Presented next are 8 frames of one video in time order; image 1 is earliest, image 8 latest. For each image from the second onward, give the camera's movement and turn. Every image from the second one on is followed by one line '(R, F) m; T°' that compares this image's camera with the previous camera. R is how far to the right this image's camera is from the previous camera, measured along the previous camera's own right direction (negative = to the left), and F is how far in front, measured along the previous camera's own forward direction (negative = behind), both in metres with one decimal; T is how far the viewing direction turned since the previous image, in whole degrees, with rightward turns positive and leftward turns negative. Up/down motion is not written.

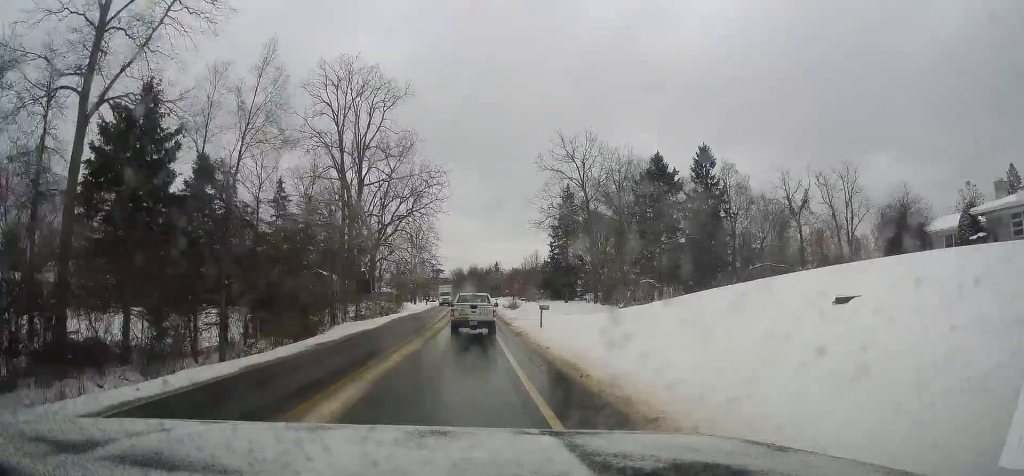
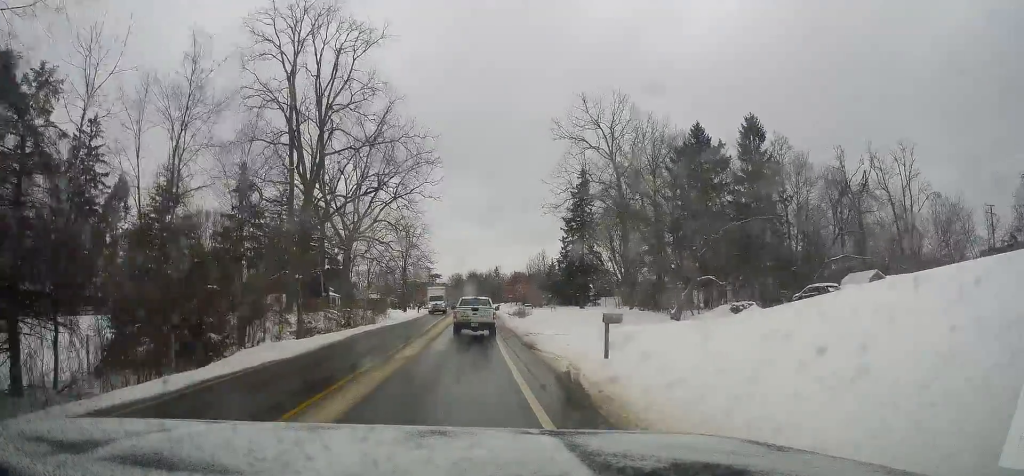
(+0.2, +15.1) m; +1°
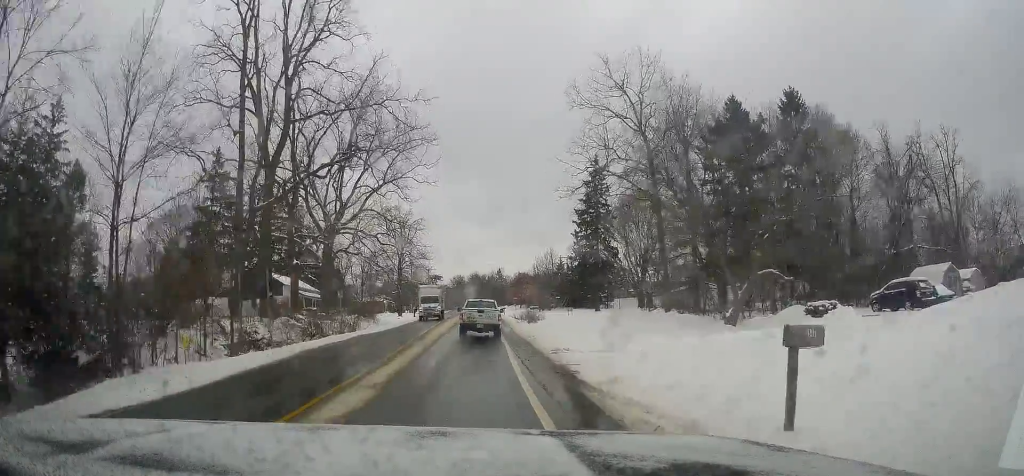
(0.0, +9.1) m; -2°
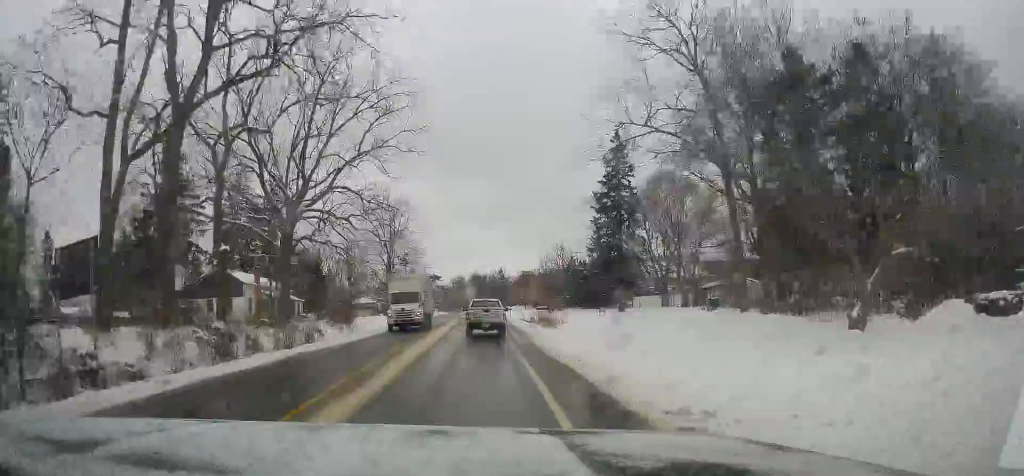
(-0.2, +12.1) m; -2°
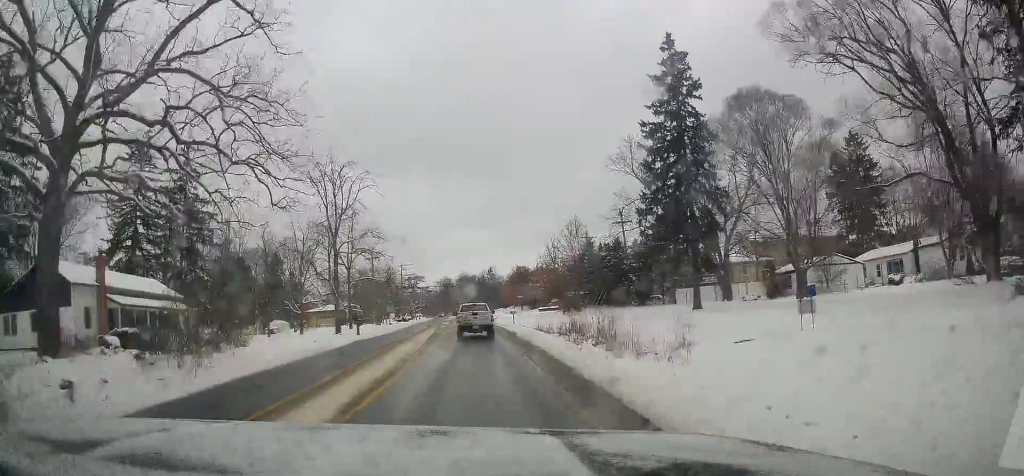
(+0.2, +24.5) m; +3°
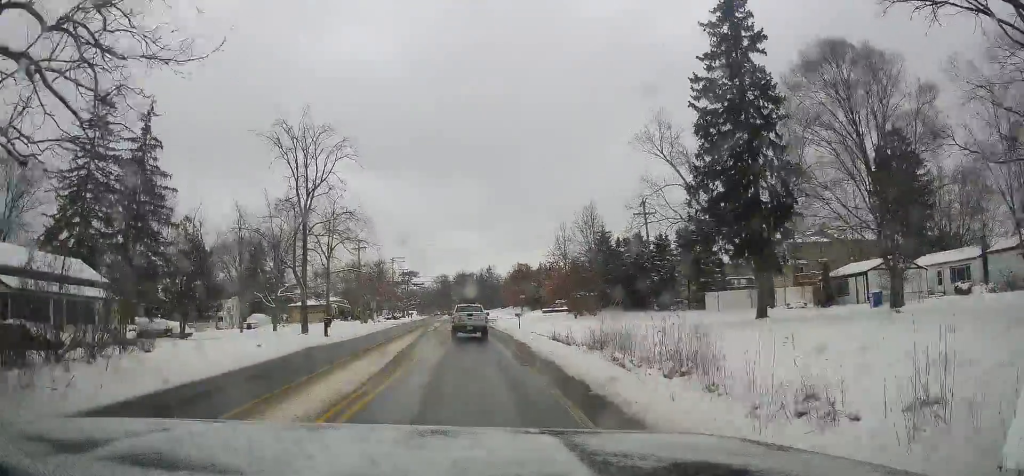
(0.0, +9.4) m; 0°
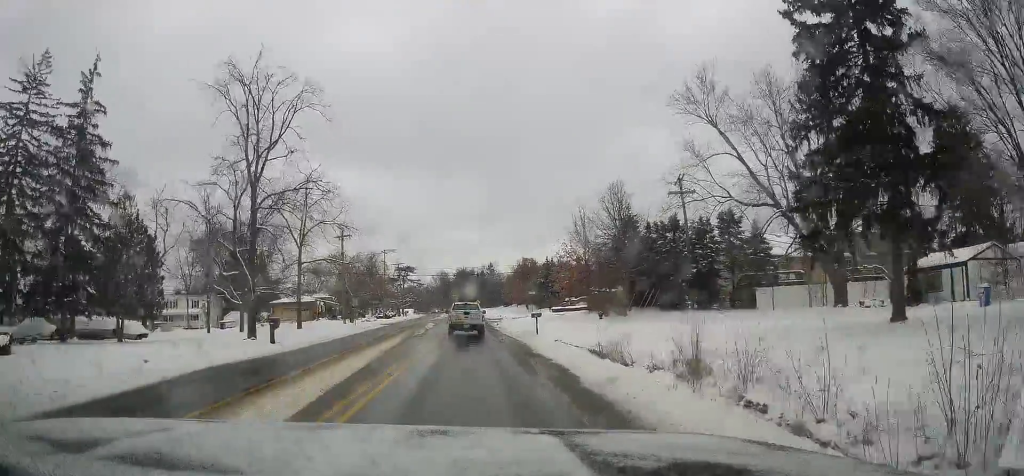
(0.0, +10.5) m; 0°
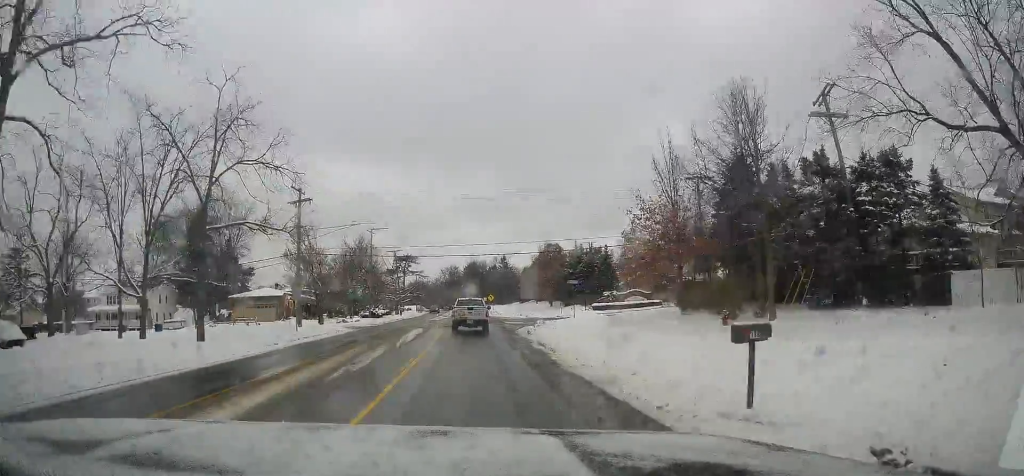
(0.0, +20.8) m; 0°
